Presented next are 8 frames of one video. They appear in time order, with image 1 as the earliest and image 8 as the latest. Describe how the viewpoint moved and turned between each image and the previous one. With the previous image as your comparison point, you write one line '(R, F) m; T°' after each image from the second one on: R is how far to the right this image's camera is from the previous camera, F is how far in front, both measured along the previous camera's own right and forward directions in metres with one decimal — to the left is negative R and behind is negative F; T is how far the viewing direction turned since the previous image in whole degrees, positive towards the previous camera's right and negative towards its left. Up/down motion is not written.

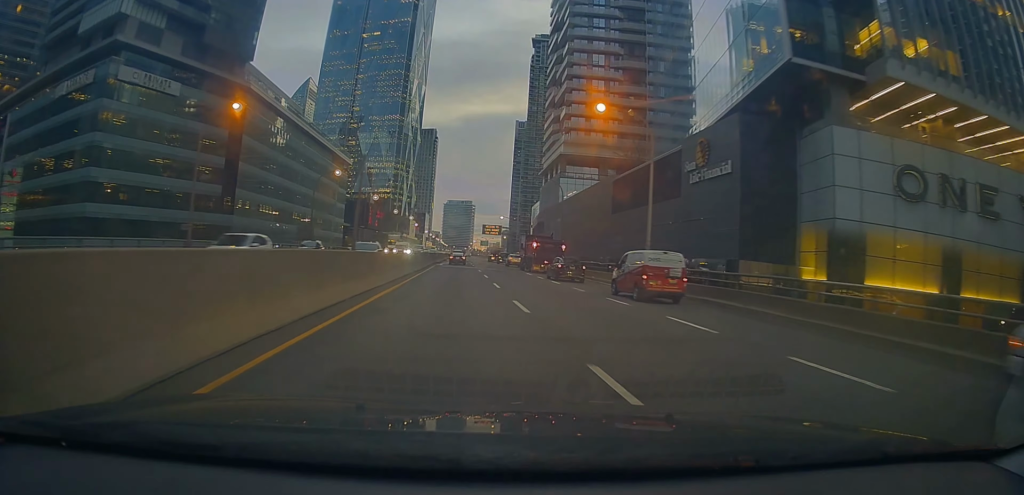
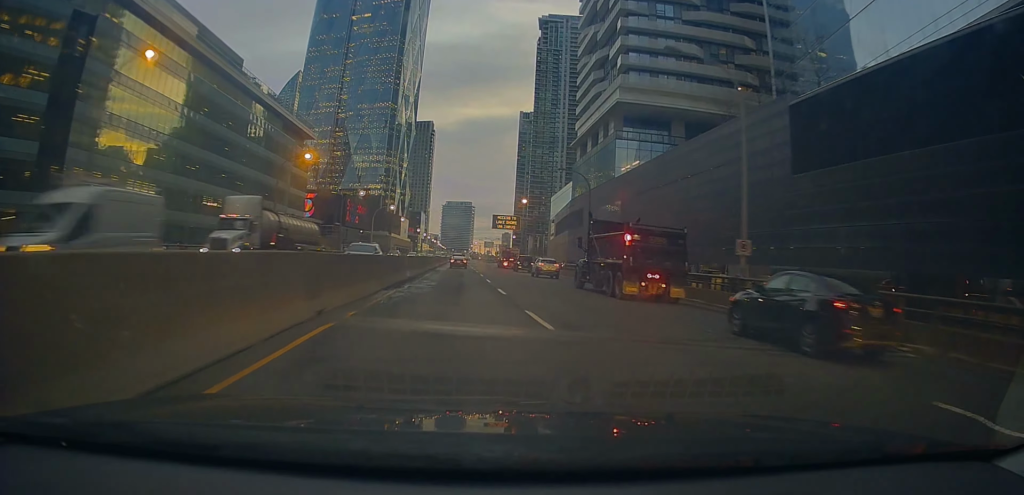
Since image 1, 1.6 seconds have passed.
(+0.1, +39.5) m; 0°
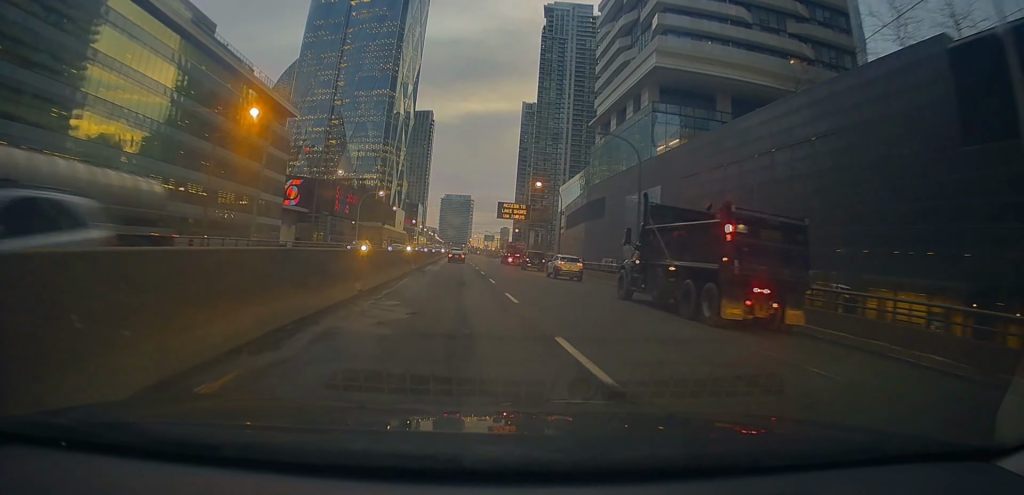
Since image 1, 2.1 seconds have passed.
(+0.2, +13.5) m; 0°
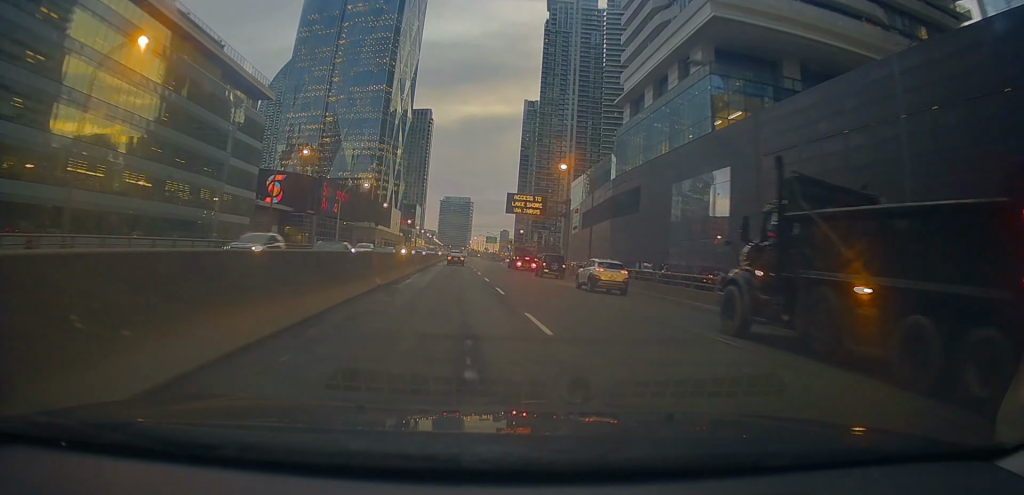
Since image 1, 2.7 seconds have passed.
(-0.4, +14.3) m; 0°
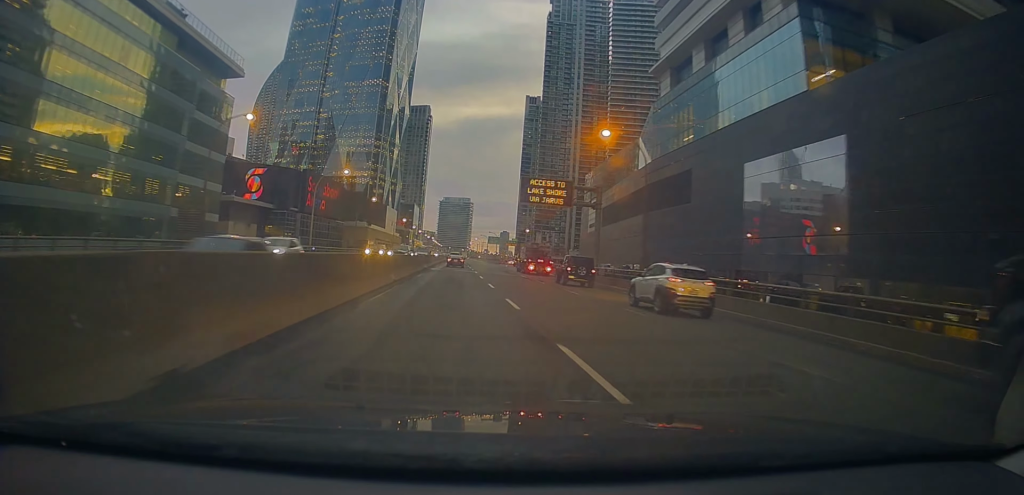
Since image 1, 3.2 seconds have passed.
(-0.1, +13.5) m; +1°
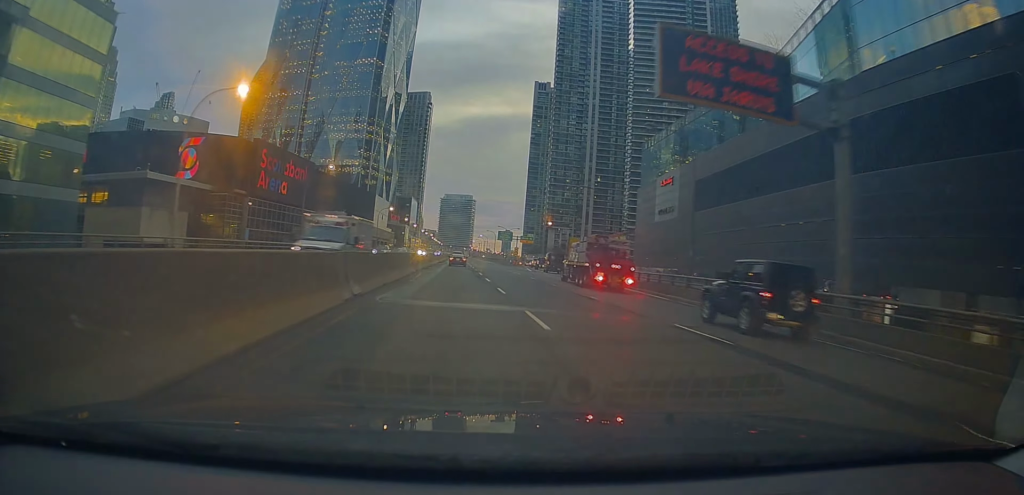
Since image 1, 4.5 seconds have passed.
(+0.9, +31.9) m; +2°
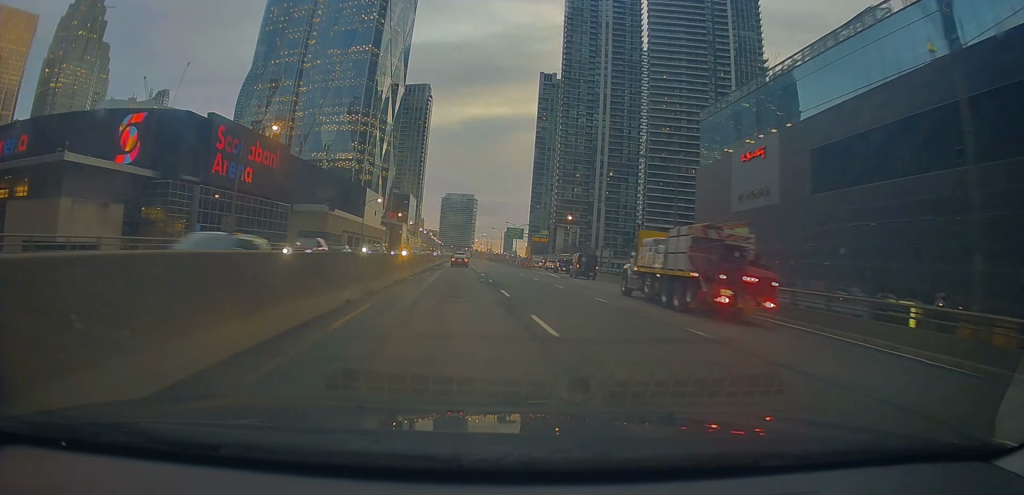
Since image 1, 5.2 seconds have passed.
(+0.2, +18.5) m; 0°
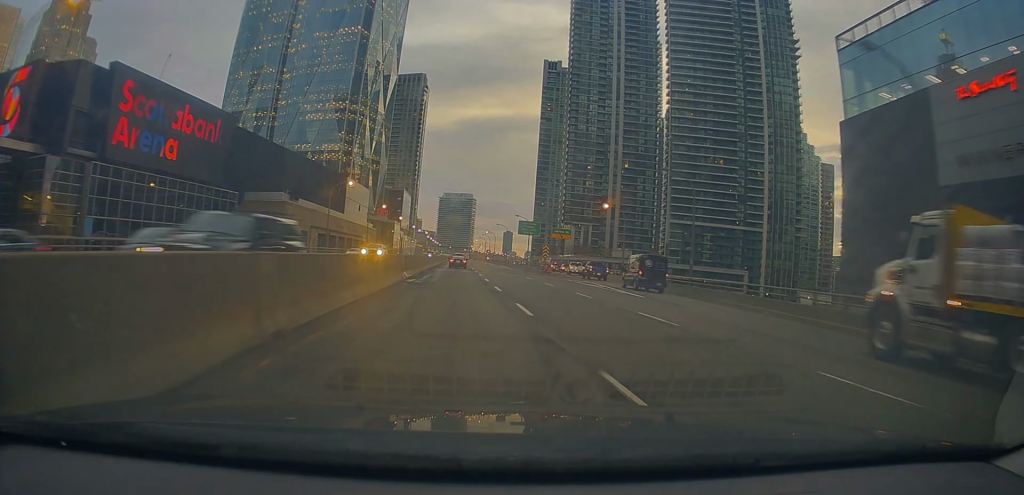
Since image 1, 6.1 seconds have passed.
(-0.2, +23.9) m; -1°
